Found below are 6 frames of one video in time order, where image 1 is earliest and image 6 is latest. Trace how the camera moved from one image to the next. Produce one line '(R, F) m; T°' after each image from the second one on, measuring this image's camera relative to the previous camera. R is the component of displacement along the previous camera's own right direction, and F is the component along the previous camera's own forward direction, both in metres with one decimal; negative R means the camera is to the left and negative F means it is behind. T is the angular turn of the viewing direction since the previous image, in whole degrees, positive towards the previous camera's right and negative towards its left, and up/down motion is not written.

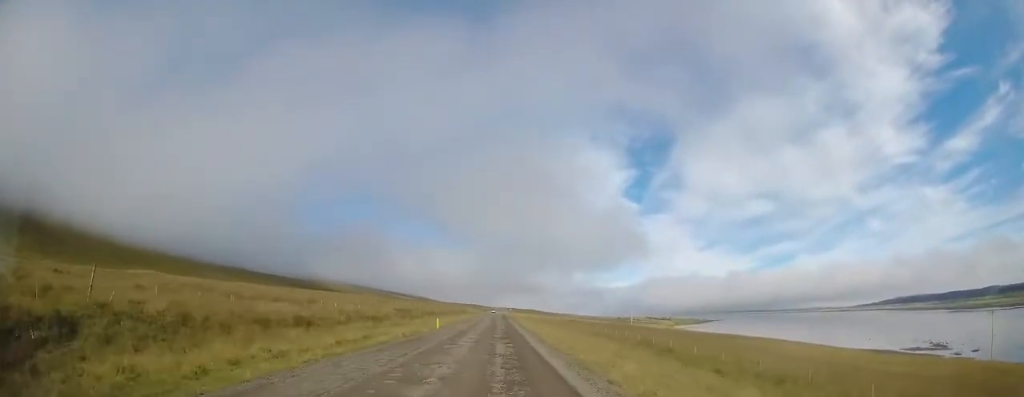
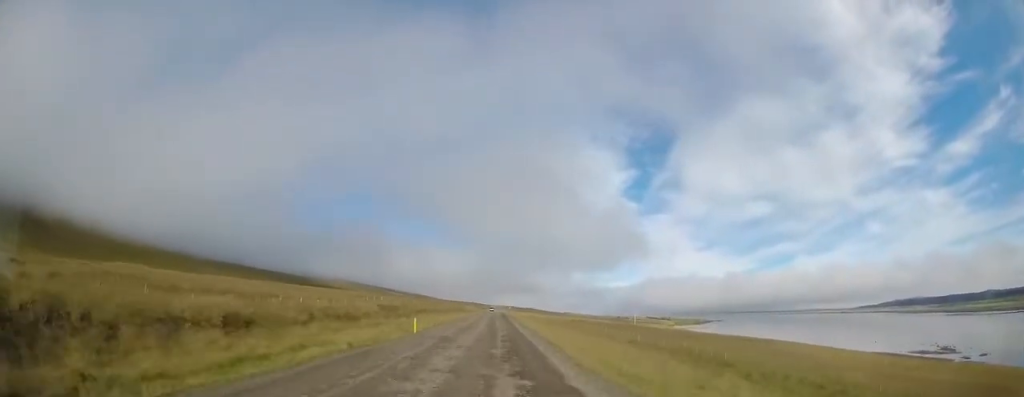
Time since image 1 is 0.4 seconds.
(-0.2, +8.4) m; 0°
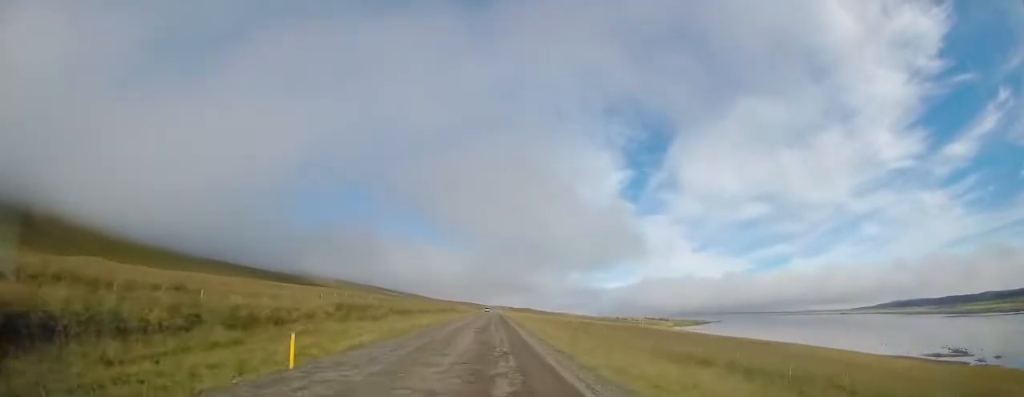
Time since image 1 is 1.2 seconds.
(+0.1, +14.1) m; 0°
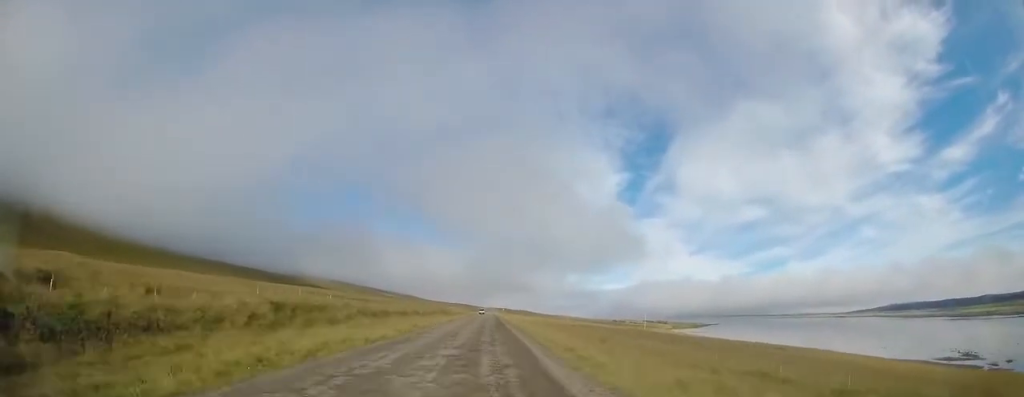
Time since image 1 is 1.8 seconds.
(+0.1, +12.0) m; 0°
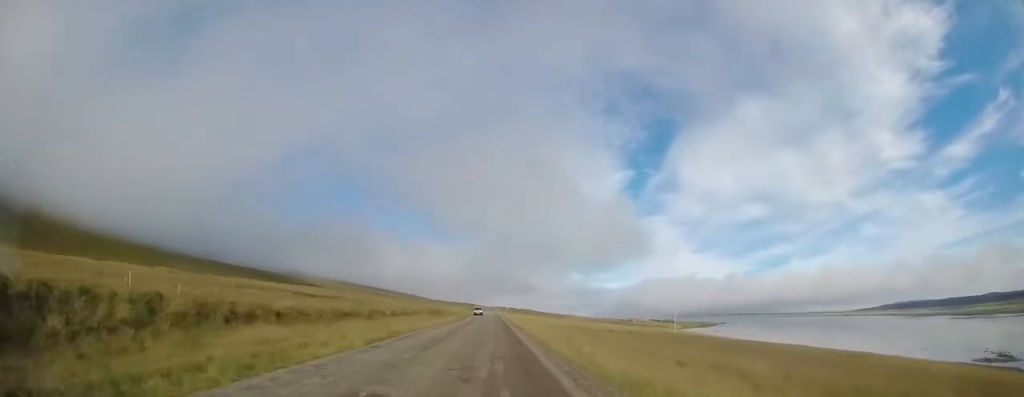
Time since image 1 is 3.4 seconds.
(+0.4, +29.6) m; +2°
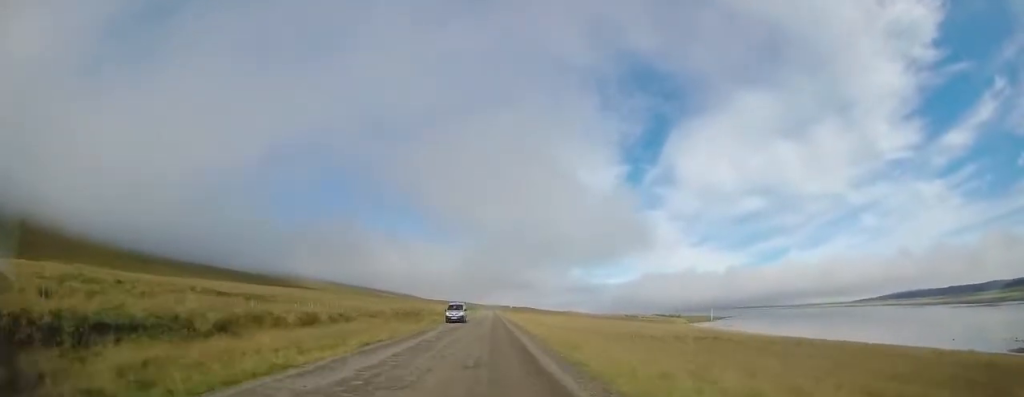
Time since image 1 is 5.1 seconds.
(+0.4, +29.1) m; +1°
